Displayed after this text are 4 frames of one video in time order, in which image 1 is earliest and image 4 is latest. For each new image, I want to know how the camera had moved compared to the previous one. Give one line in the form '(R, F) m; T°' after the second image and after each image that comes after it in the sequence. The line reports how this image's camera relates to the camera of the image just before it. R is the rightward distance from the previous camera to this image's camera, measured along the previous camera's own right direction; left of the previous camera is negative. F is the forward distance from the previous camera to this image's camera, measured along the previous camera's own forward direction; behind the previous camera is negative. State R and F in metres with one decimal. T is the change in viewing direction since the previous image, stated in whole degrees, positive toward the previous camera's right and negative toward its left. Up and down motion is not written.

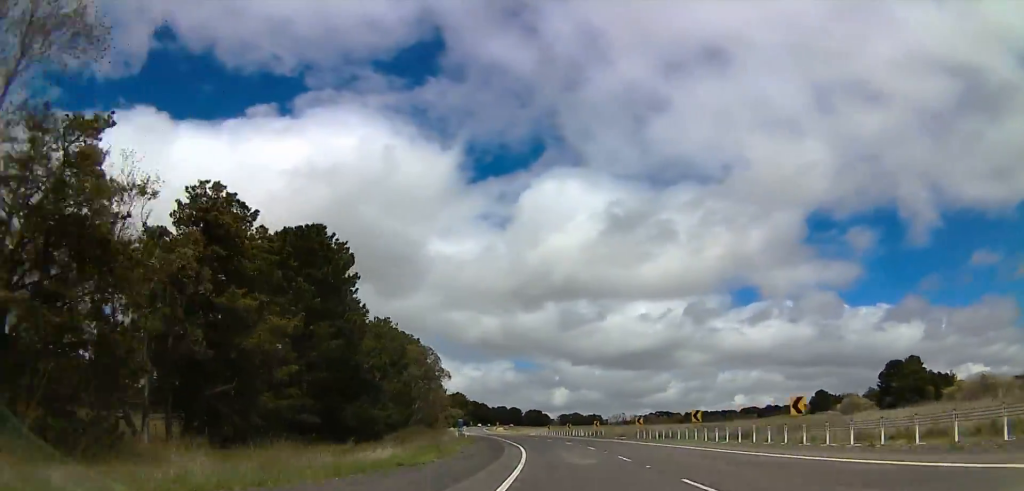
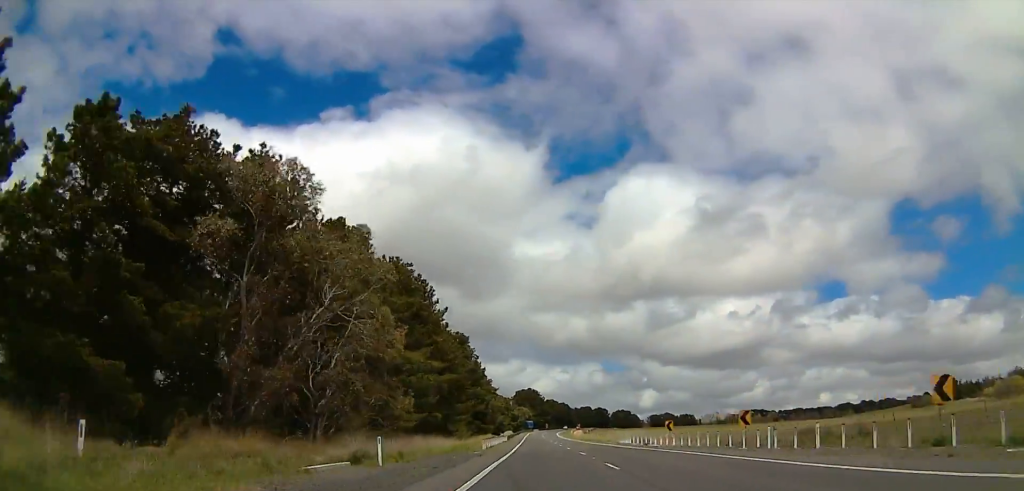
(-2.7, +63.5) m; -8°
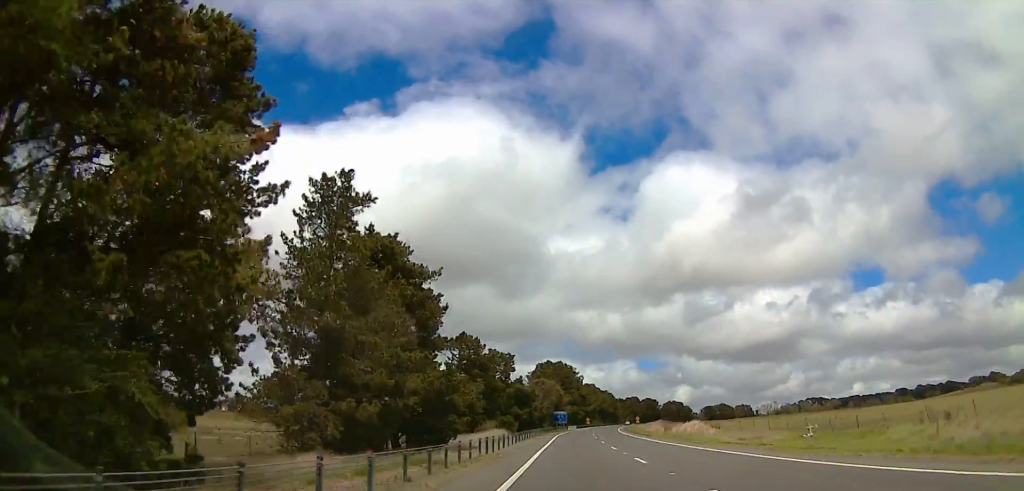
(-6.6, +106.1) m; -5°
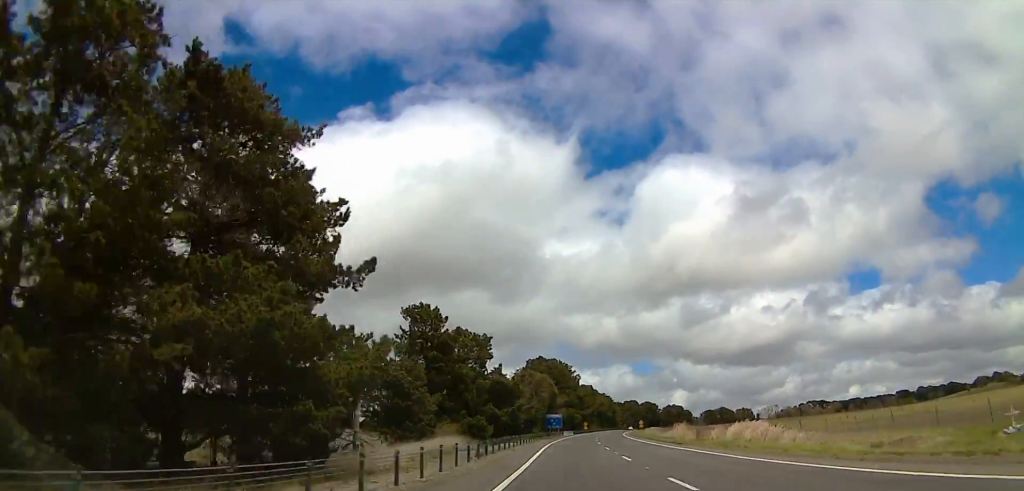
(-0.3, +20.3) m; +2°
